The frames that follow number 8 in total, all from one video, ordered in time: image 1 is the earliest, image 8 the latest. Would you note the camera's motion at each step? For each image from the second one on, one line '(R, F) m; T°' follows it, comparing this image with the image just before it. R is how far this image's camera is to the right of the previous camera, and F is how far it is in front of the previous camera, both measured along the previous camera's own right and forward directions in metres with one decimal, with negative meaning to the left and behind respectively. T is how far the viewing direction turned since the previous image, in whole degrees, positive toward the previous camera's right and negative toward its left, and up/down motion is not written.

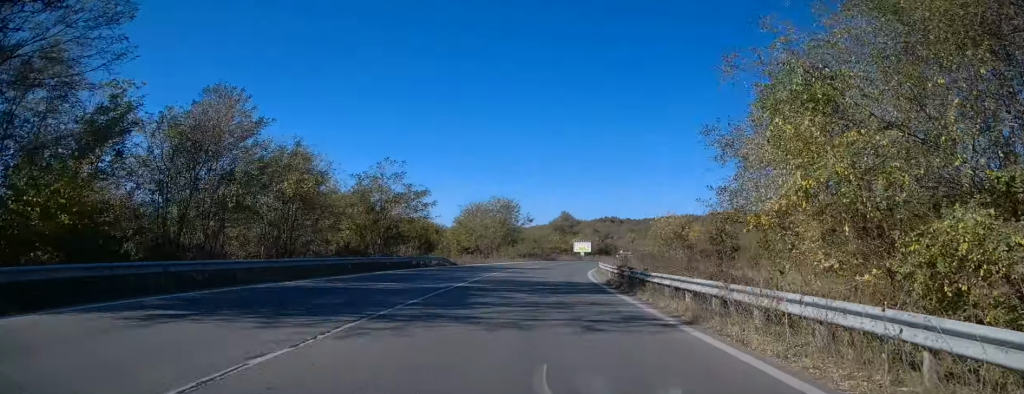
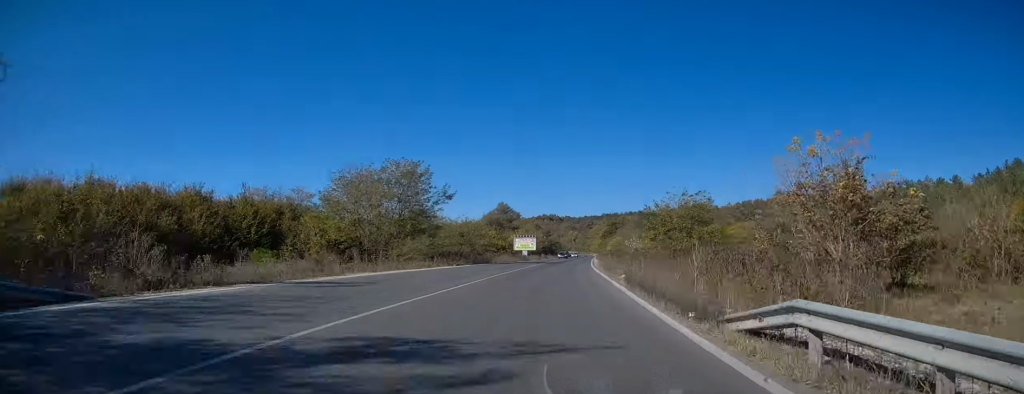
(+1.1, +34.8) m; +4°
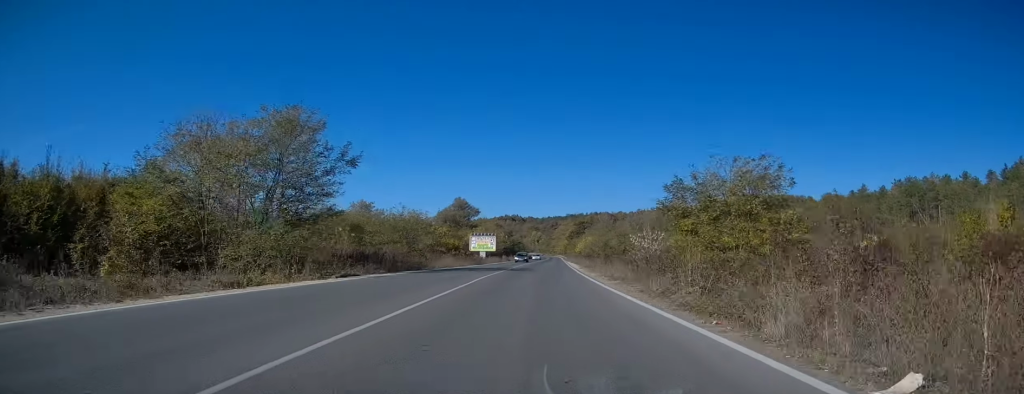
(+0.6, +20.7) m; +3°
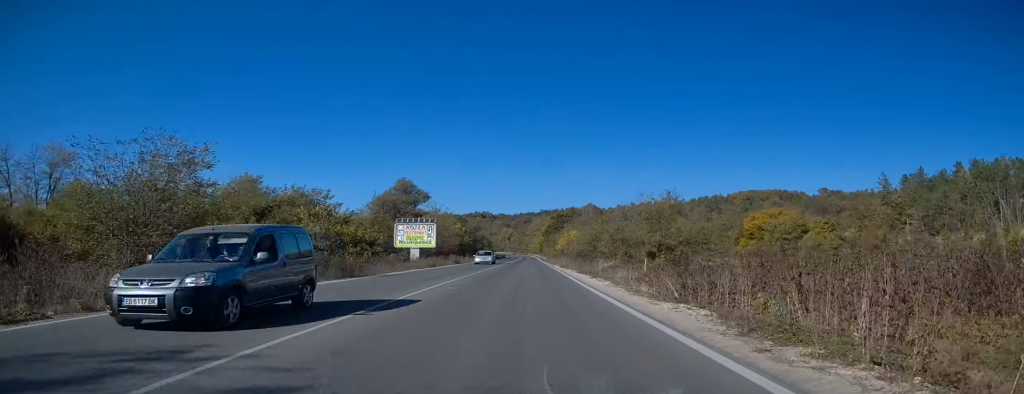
(+2.4, +40.6) m; +6°
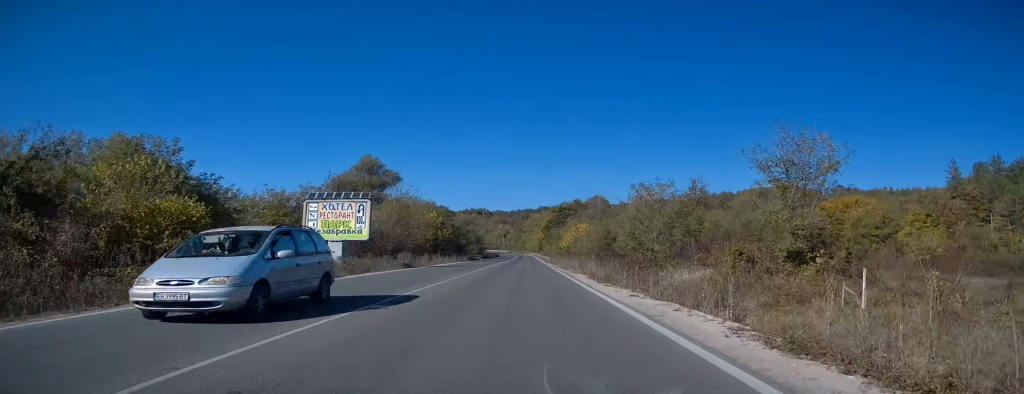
(+0.3, +27.3) m; +1°
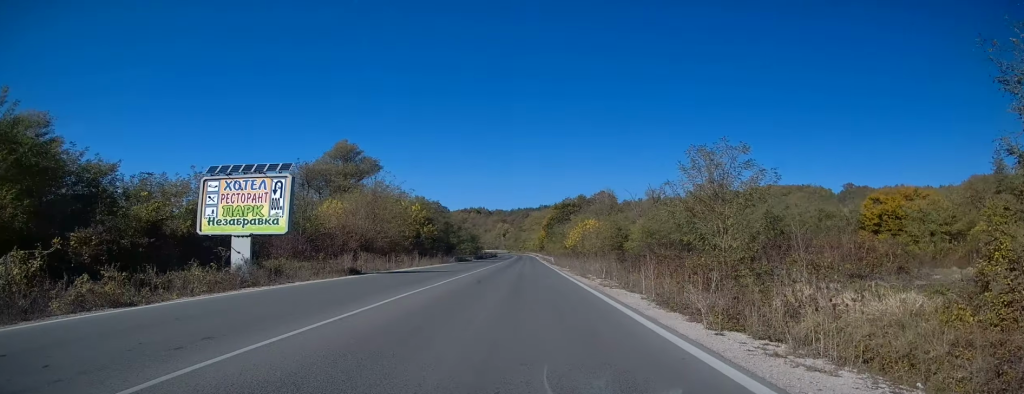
(0.0, +13.7) m; +1°
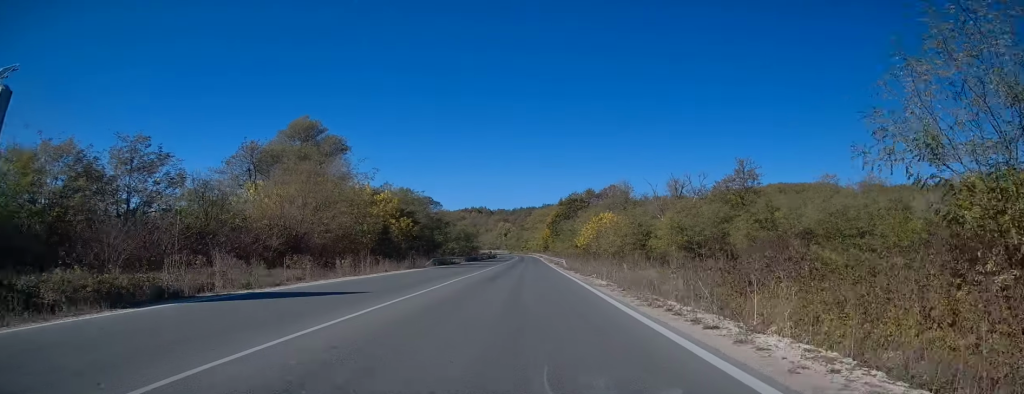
(0.0, +17.0) m; +1°
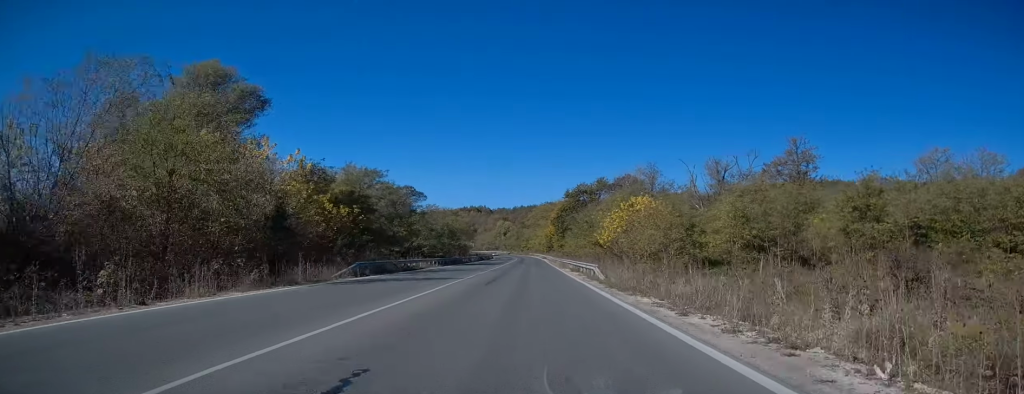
(+0.3, +22.7) m; 0°
